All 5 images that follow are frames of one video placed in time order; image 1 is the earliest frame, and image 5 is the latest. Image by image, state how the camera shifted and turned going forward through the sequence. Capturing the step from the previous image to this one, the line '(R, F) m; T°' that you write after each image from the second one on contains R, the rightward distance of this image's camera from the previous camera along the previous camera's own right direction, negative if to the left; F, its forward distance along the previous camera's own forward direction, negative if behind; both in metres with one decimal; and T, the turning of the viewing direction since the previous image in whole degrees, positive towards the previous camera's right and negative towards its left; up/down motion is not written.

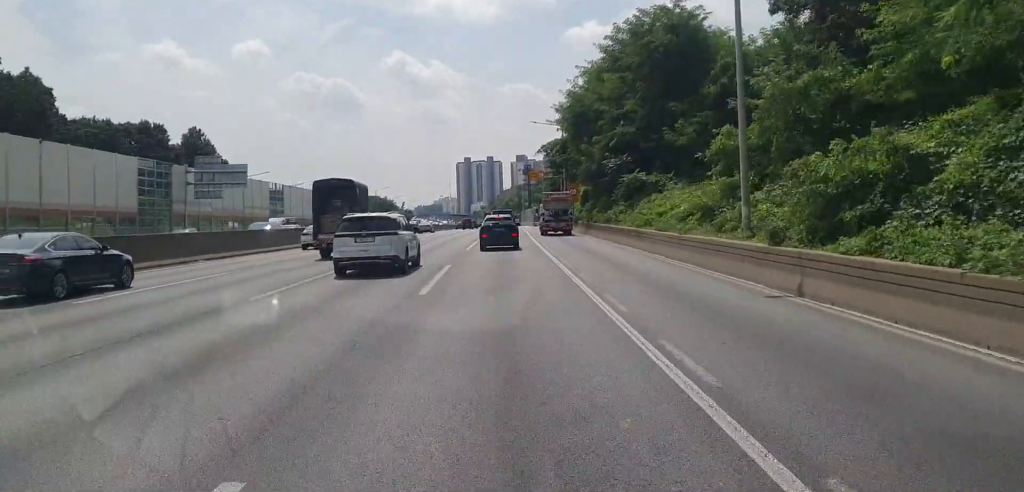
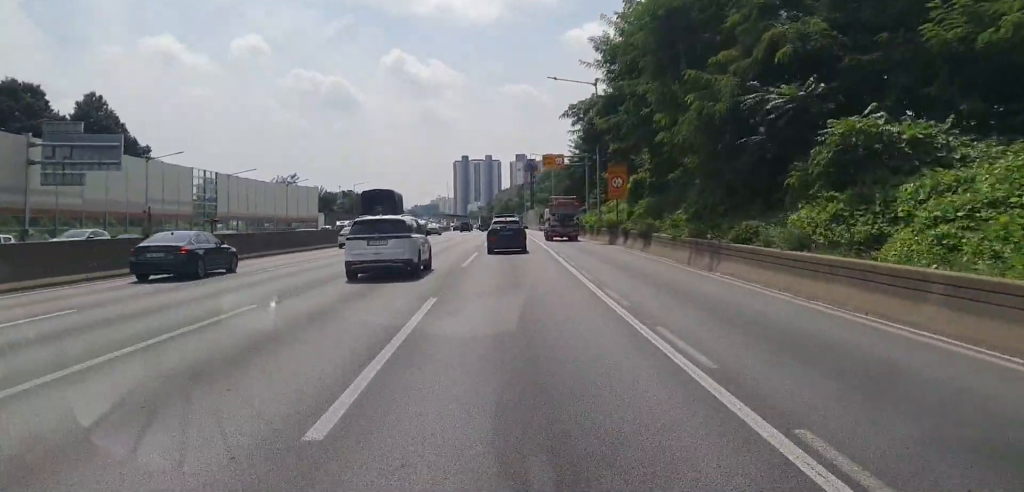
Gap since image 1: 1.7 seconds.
(+0.1, +30.4) m; +1°
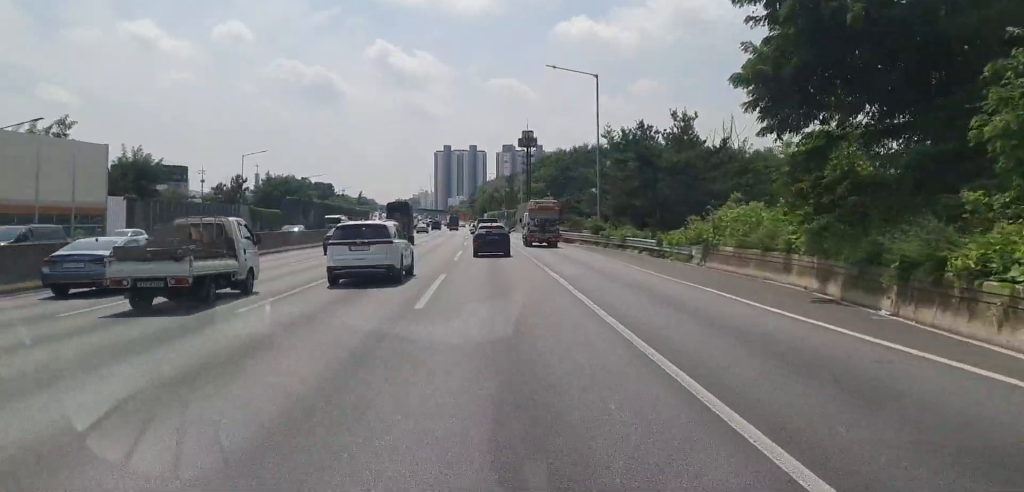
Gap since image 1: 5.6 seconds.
(+0.9, +71.2) m; 0°
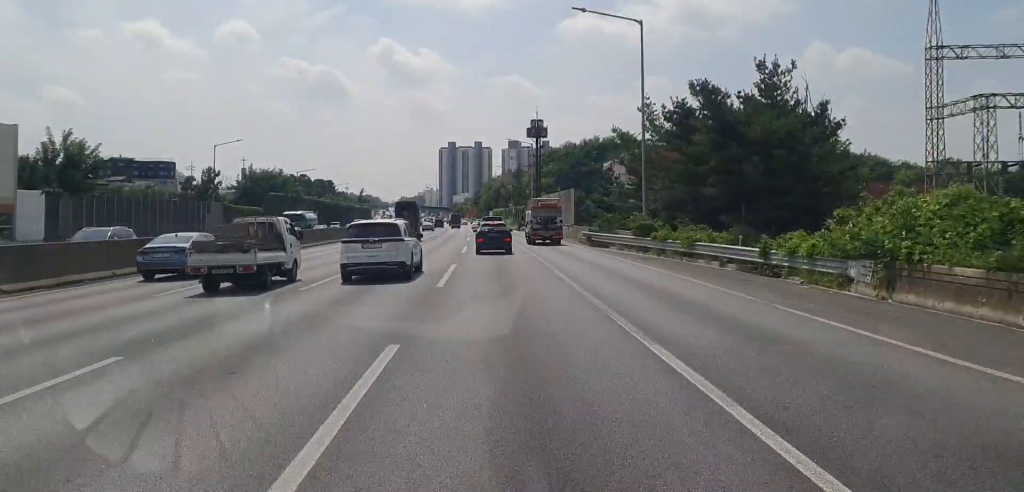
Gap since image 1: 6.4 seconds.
(0.0, +14.4) m; 0°
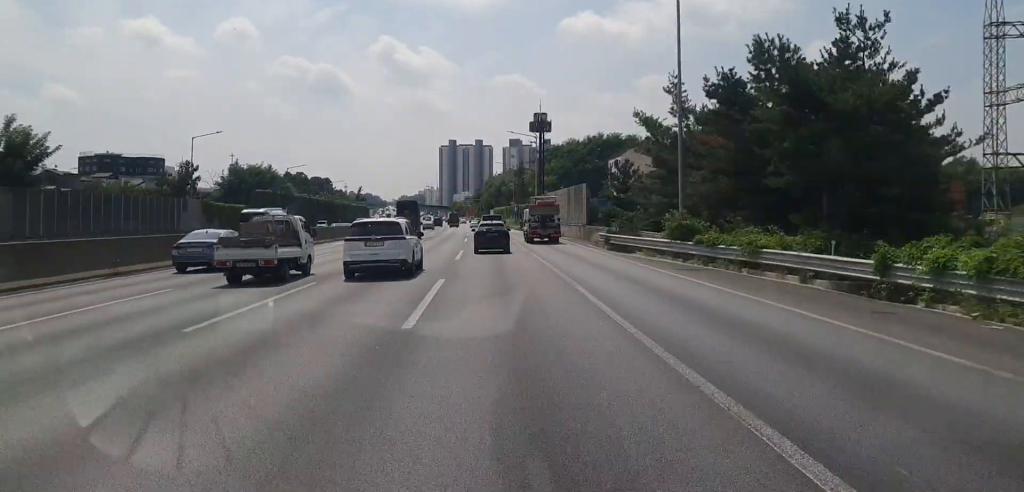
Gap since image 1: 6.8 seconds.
(-0.1, +7.7) m; 0°
